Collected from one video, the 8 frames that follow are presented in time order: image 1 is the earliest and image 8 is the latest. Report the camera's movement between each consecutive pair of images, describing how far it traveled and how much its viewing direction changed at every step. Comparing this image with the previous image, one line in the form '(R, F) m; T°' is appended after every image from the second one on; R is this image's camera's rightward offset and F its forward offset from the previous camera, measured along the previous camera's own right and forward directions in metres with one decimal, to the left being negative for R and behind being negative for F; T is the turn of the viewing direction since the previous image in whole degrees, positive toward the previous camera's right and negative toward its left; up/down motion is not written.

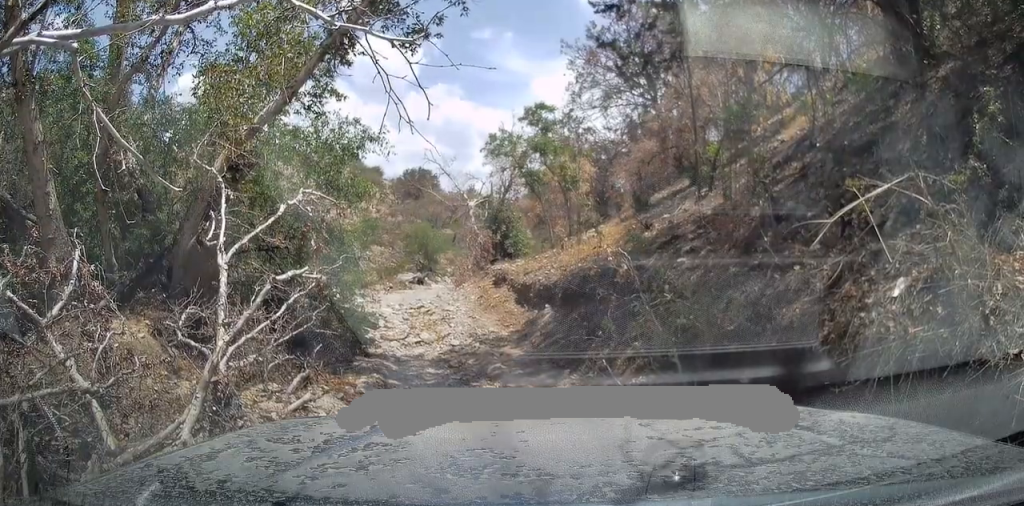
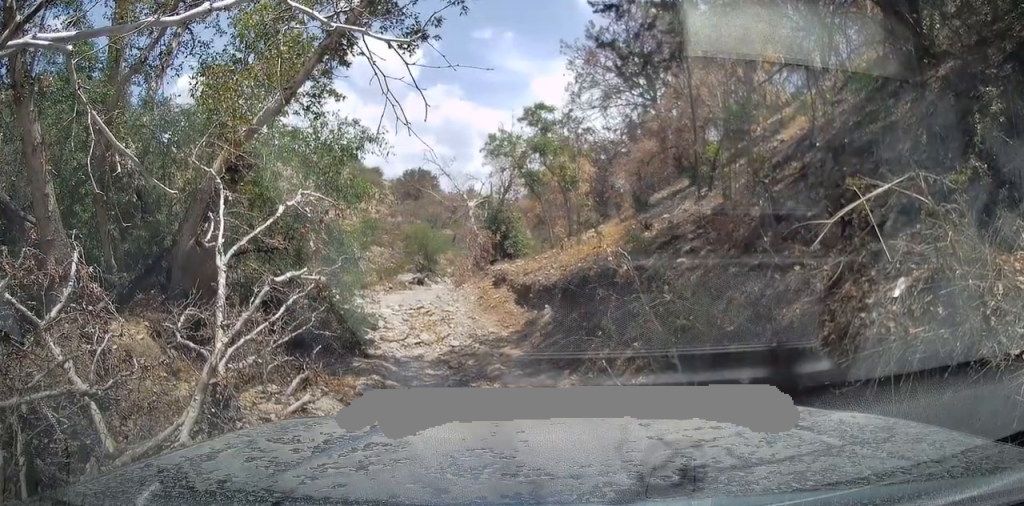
(0.0, 0.0) m; 0°
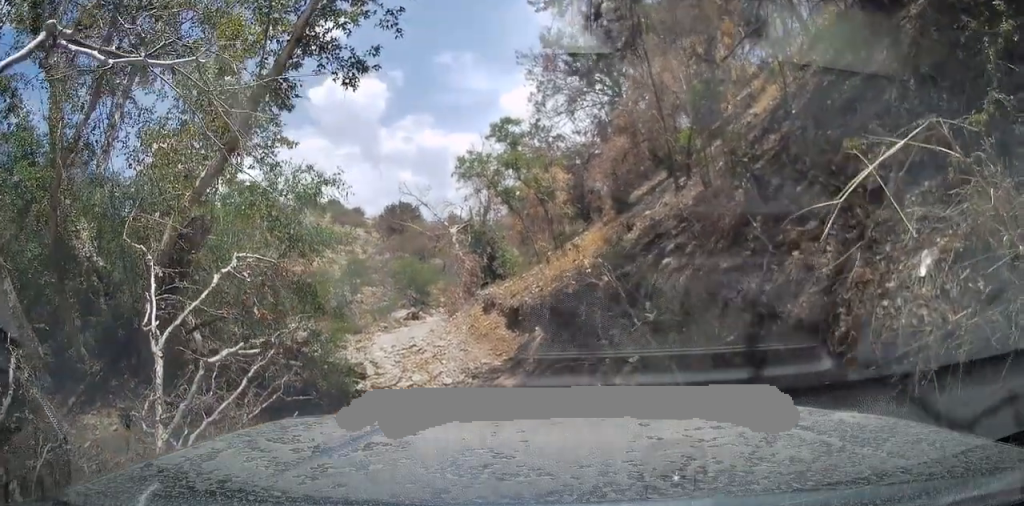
(+0.1, +0.3) m; 0°
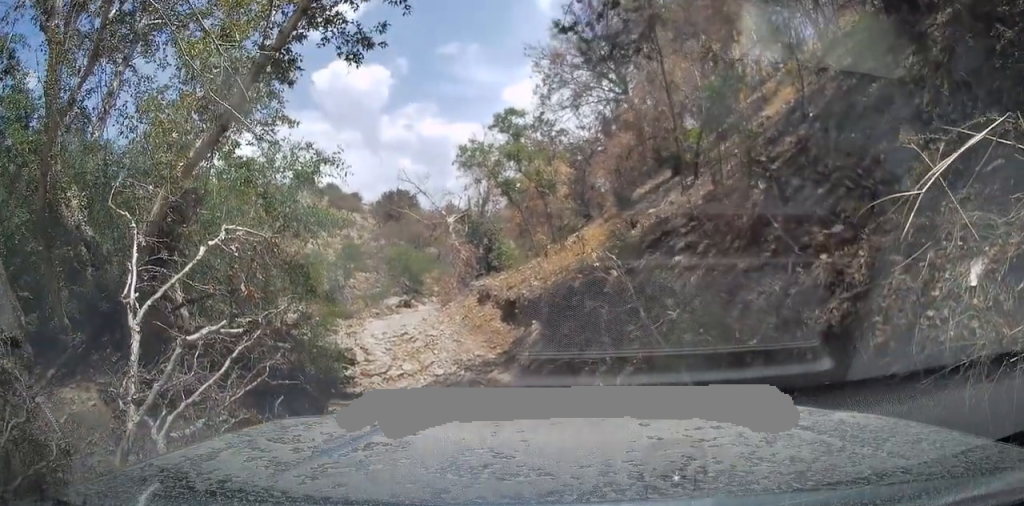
(0.0, 0.0) m; 0°
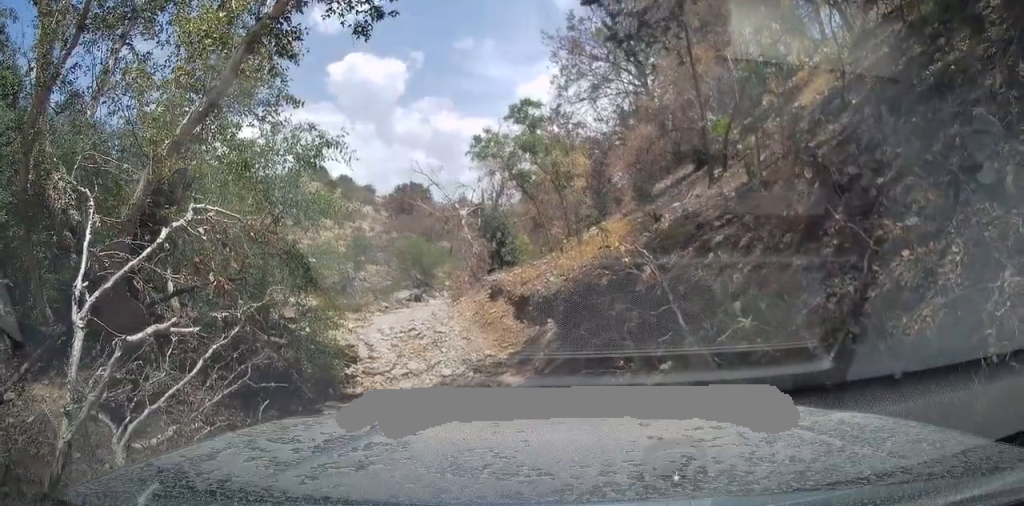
(-0.1, +0.5) m; 0°
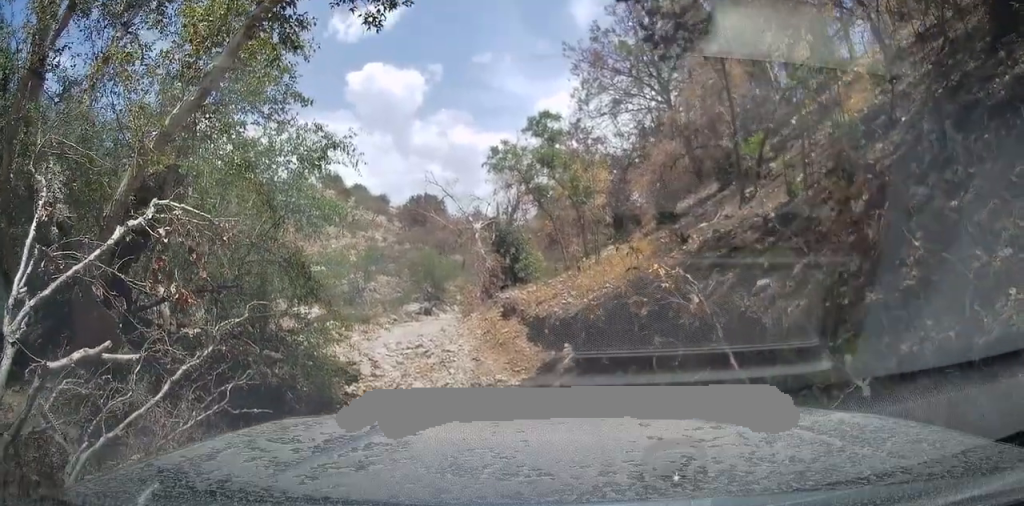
(+0.2, +0.8) m; +3°
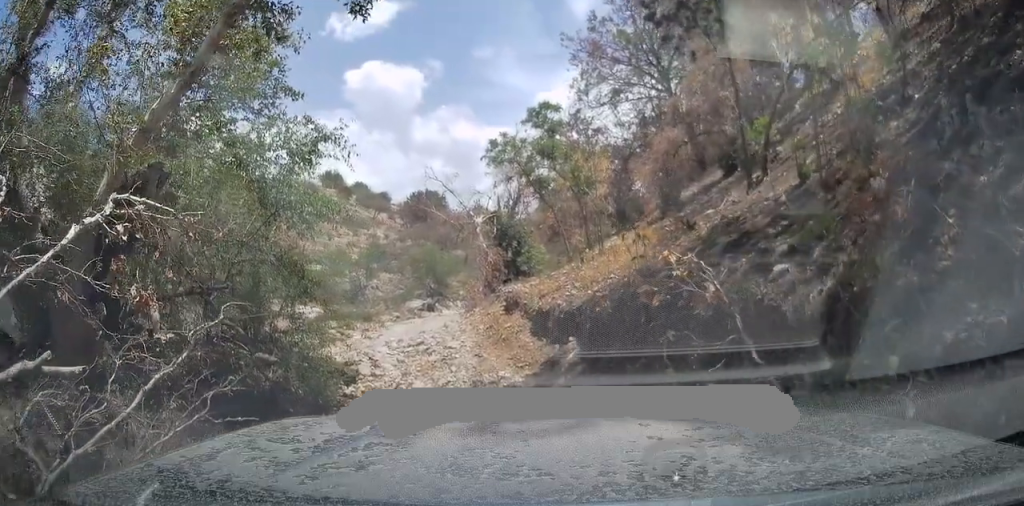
(+0.2, +0.9) m; +4°
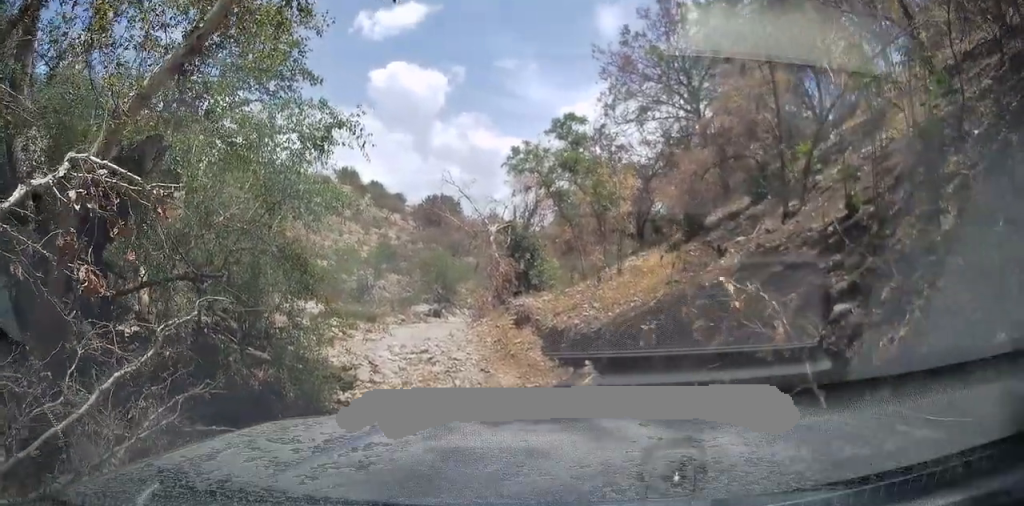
(0.0, +1.9) m; +3°
